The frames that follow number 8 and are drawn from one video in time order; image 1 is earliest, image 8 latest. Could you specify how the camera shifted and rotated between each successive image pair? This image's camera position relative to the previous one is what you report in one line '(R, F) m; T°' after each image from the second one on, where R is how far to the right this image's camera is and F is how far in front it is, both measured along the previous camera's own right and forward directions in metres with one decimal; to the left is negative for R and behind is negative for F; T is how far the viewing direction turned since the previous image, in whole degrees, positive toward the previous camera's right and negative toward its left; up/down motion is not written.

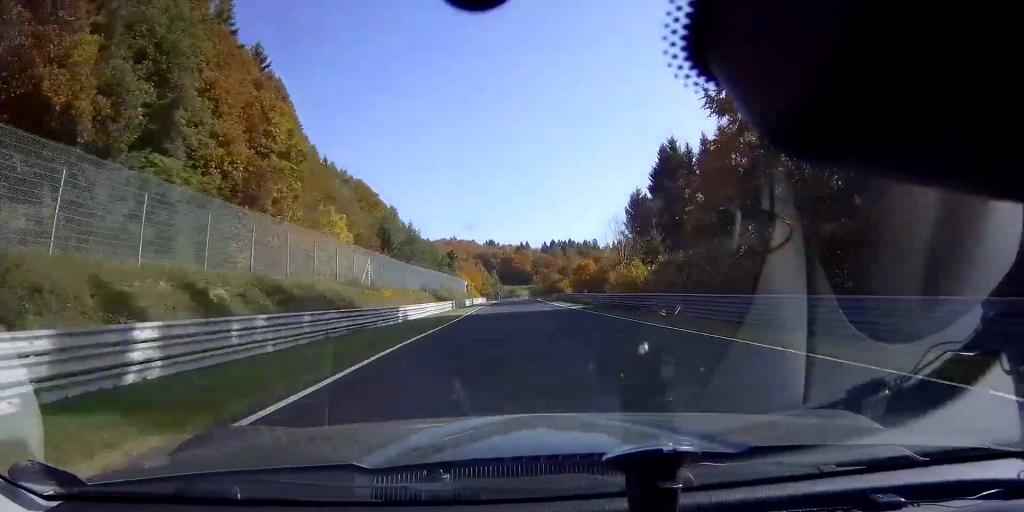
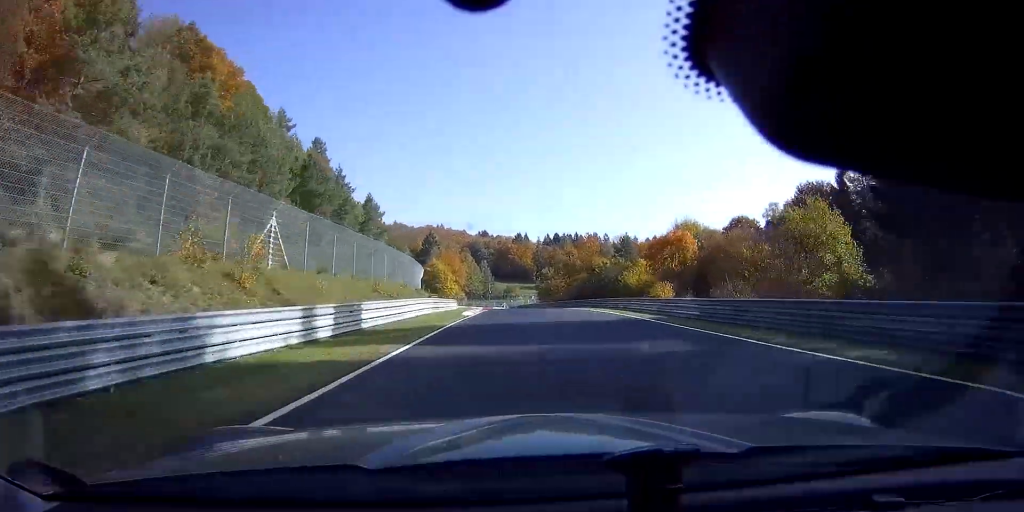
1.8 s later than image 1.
(+0.2, +67.3) m; 0°
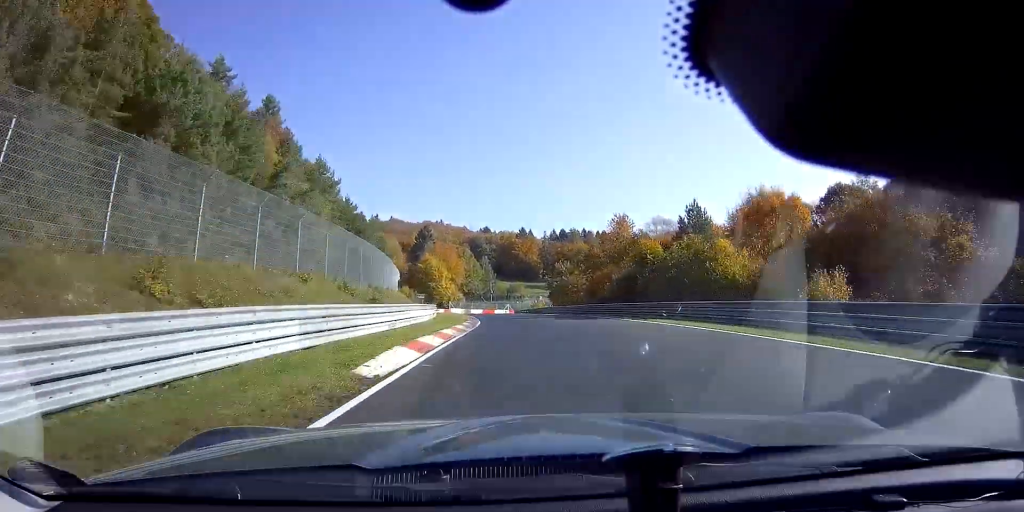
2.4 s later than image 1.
(0.0, +22.2) m; -1°
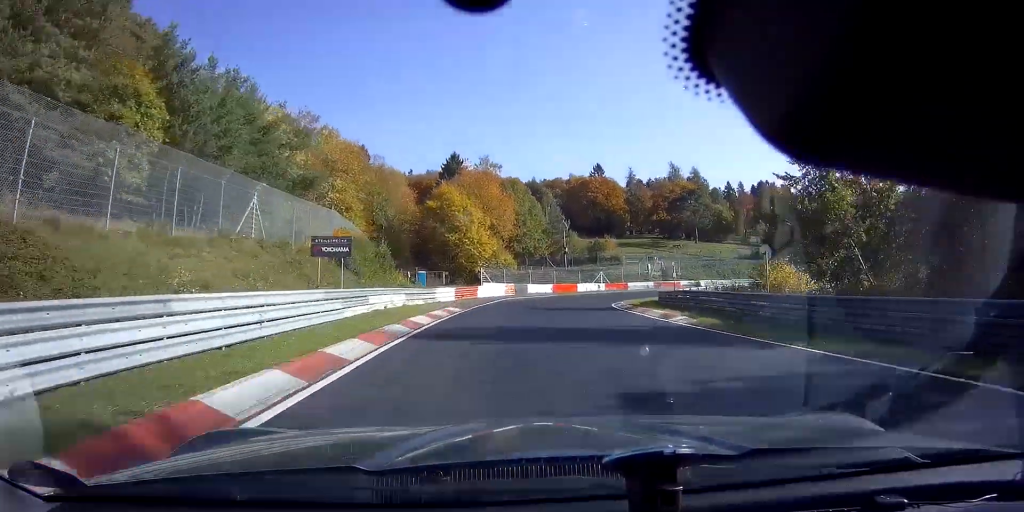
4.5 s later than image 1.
(-2.4, +67.3) m; -1°
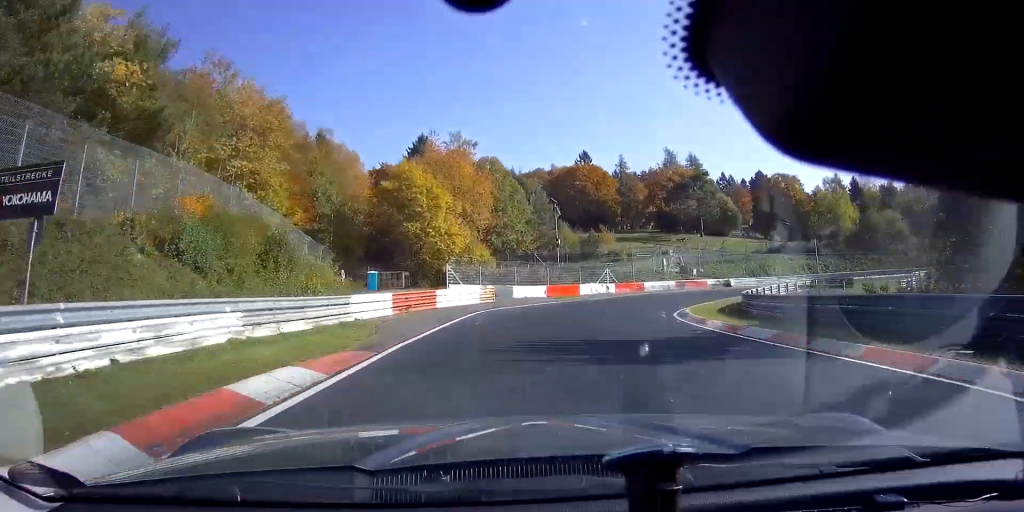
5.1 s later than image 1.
(+0.3, +17.3) m; +7°
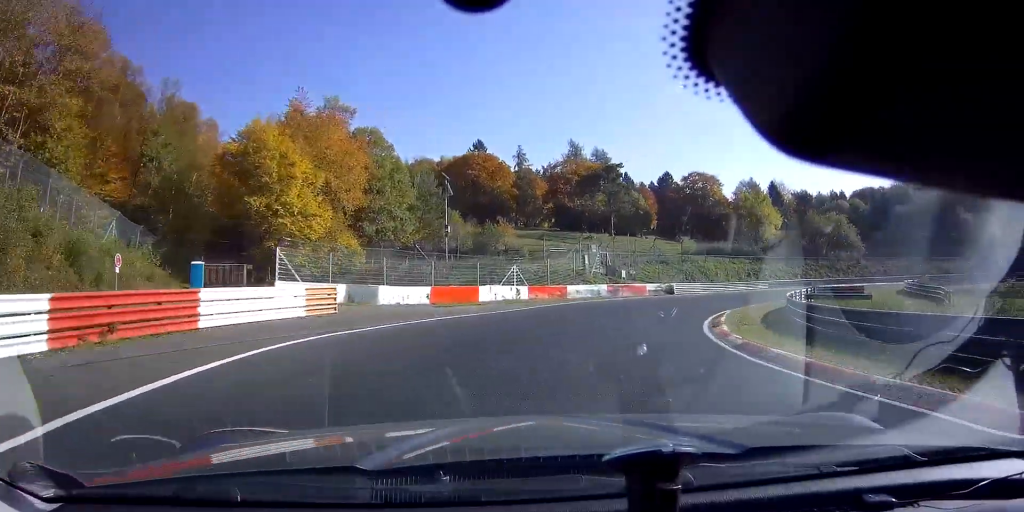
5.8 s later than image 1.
(-0.2, +16.0) m; +12°
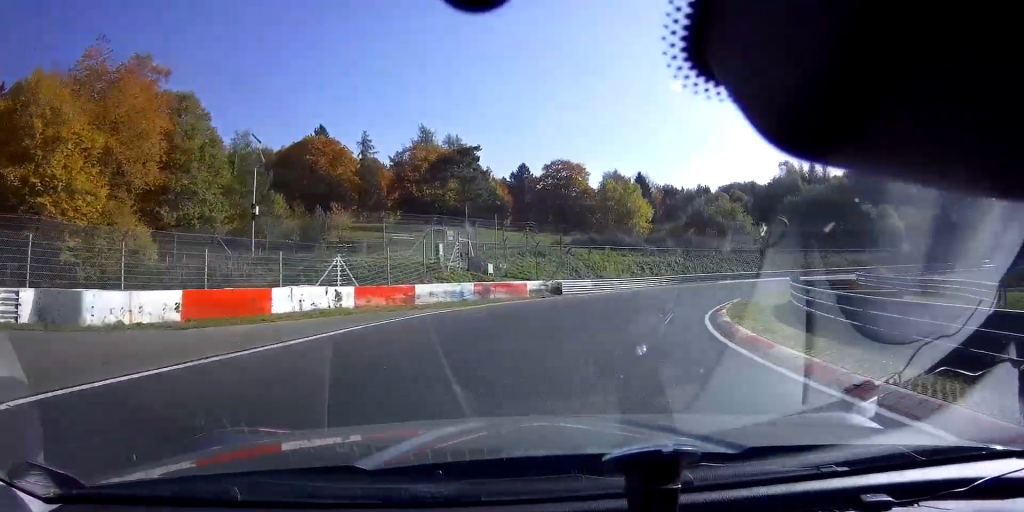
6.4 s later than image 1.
(+3.2, +12.9) m; +17°
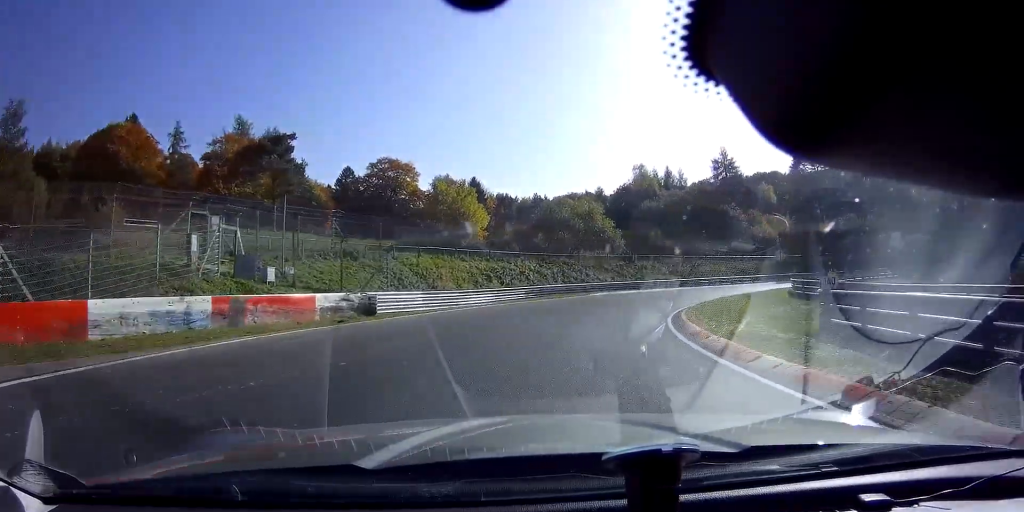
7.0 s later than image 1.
(+1.7, +13.2) m; +18°
